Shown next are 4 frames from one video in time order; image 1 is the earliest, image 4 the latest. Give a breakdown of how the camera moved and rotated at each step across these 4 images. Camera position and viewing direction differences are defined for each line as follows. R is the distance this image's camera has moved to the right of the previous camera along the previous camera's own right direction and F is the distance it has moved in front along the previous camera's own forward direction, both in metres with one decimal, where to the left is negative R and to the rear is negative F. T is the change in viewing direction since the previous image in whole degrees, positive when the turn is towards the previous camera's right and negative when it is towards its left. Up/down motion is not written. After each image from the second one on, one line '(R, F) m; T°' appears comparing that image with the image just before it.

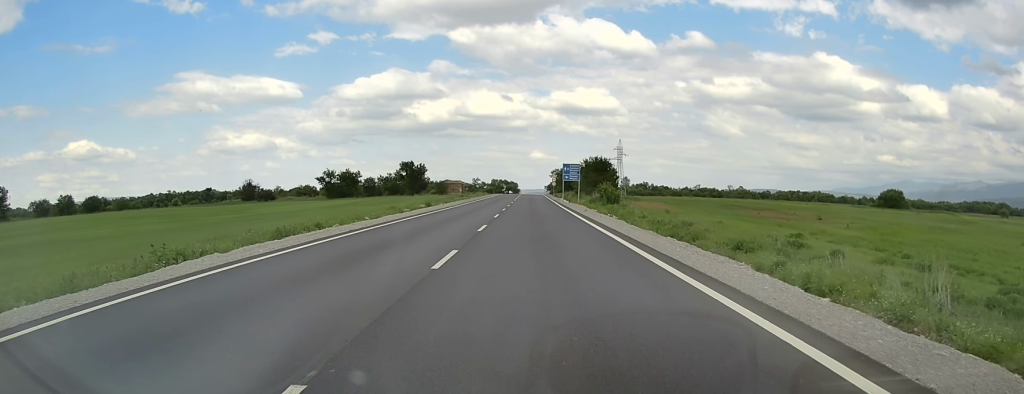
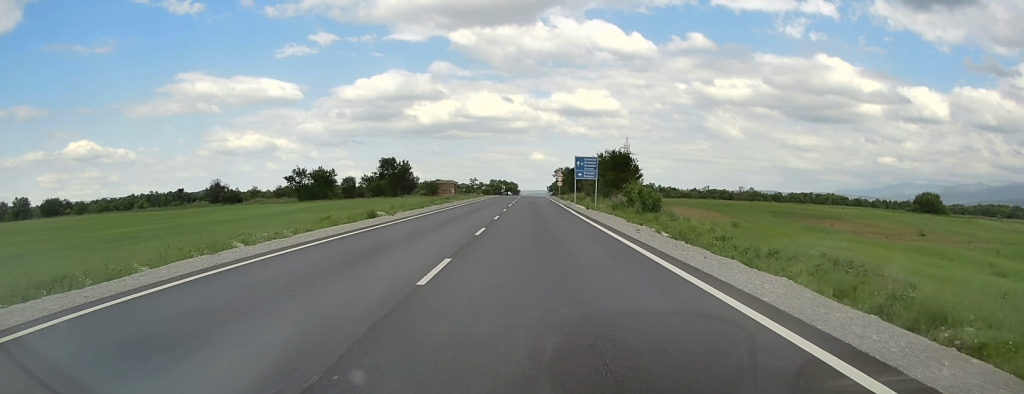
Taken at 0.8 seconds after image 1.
(-0.3, +20.1) m; 0°
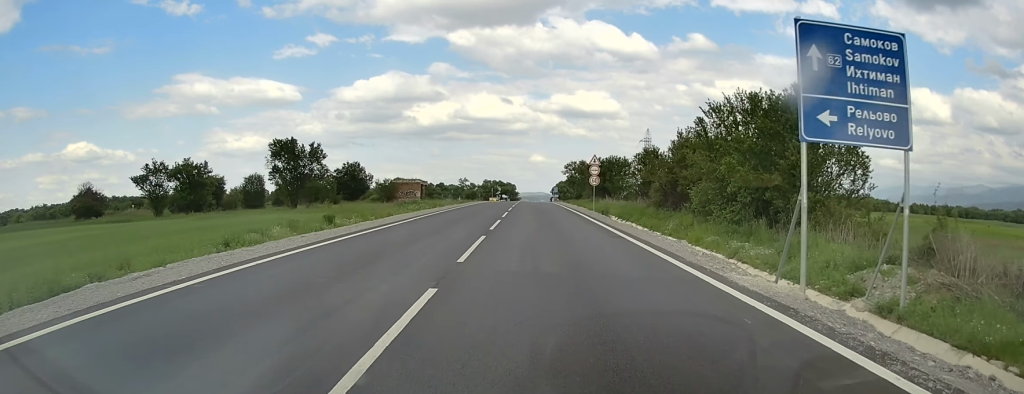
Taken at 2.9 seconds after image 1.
(0.0, +52.8) m; -1°
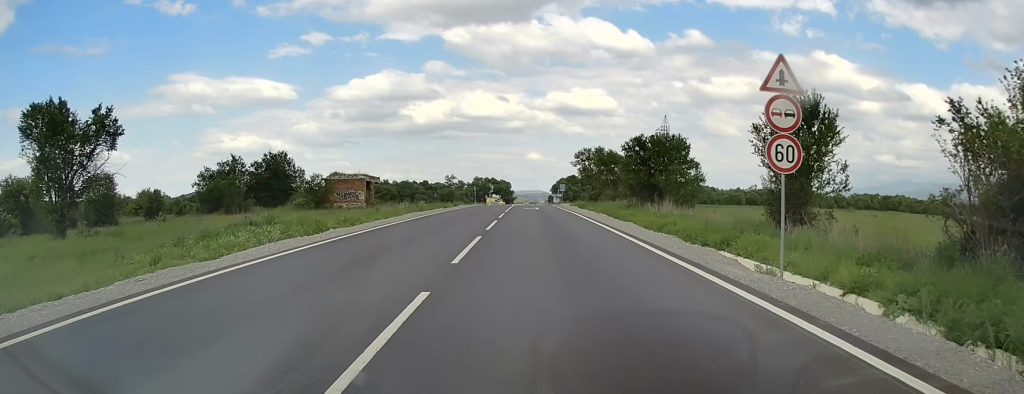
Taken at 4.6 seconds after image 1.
(+0.1, +37.3) m; 0°
